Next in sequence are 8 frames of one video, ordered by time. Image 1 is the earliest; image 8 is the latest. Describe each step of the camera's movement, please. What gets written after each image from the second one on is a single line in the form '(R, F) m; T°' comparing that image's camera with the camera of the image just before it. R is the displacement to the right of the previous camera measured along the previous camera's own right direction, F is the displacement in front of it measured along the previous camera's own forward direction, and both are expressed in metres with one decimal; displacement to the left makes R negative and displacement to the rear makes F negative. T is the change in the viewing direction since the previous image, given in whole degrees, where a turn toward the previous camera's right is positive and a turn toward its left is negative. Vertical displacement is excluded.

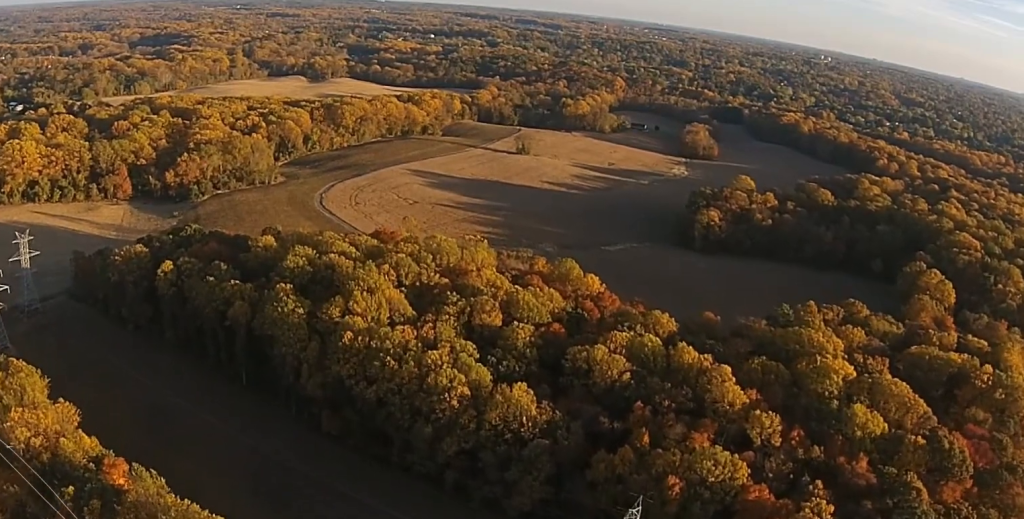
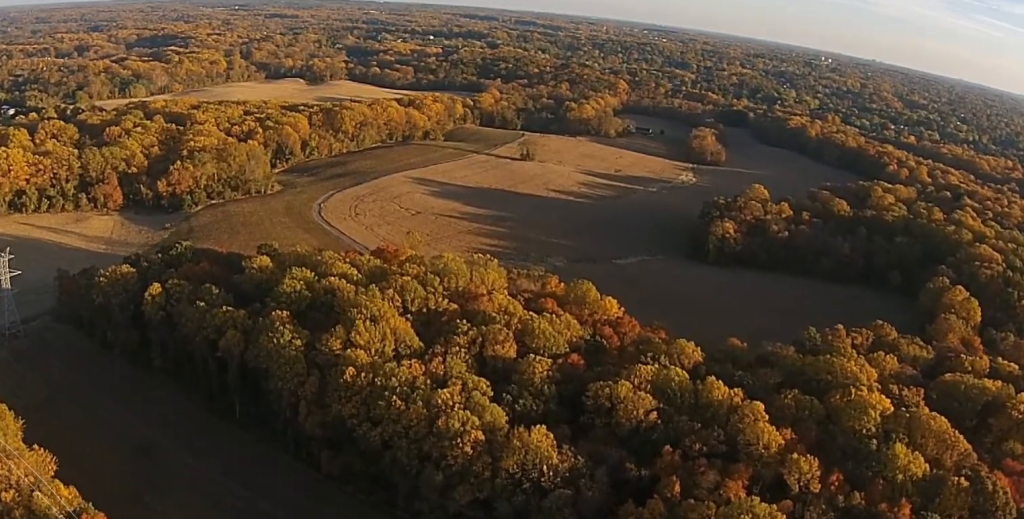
(0.0, +22.2) m; 0°
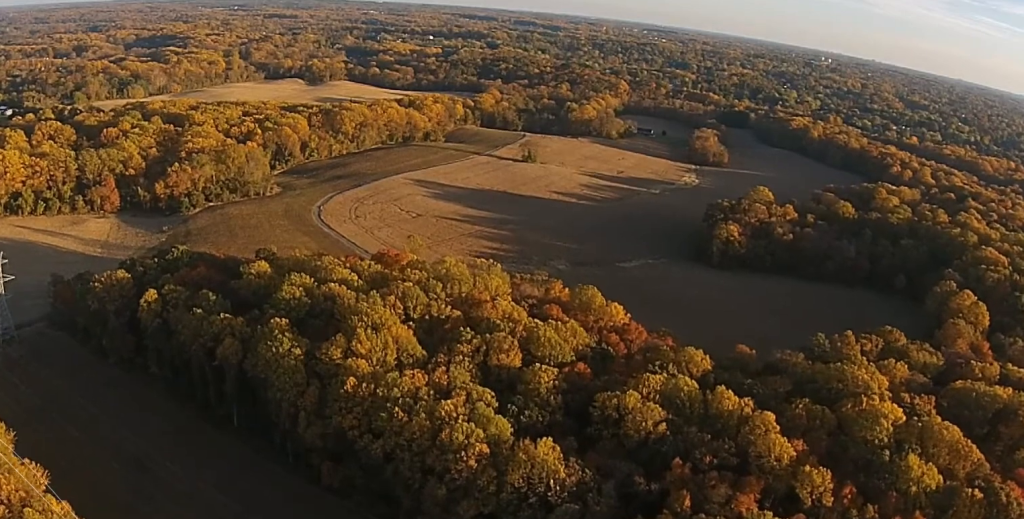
(0.0, +6.9) m; 0°
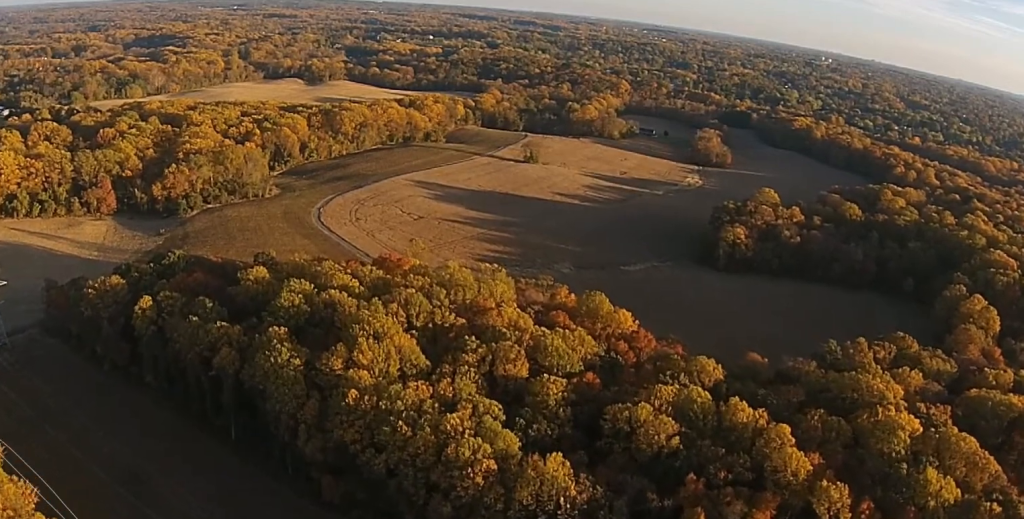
(0.0, +9.0) m; 0°
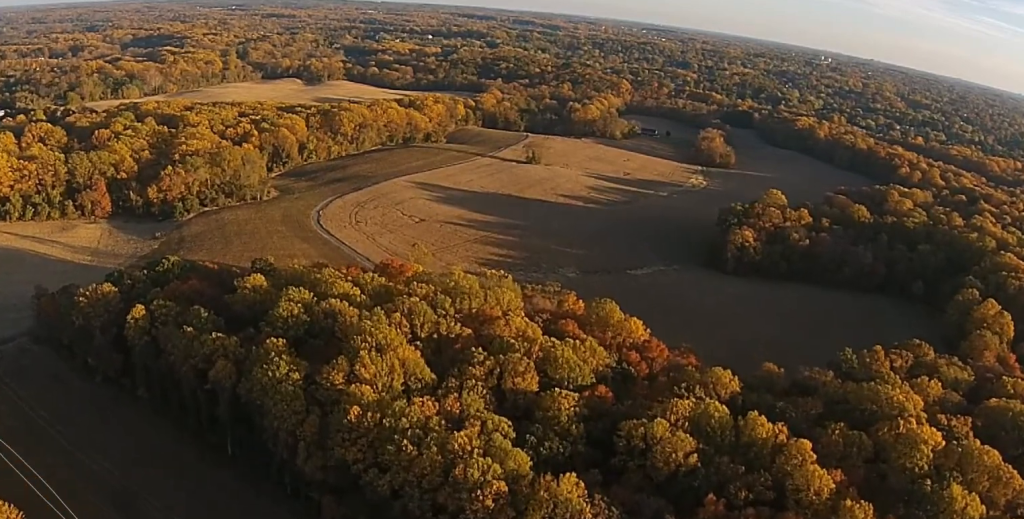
(+0.1, +11.5) m; 0°
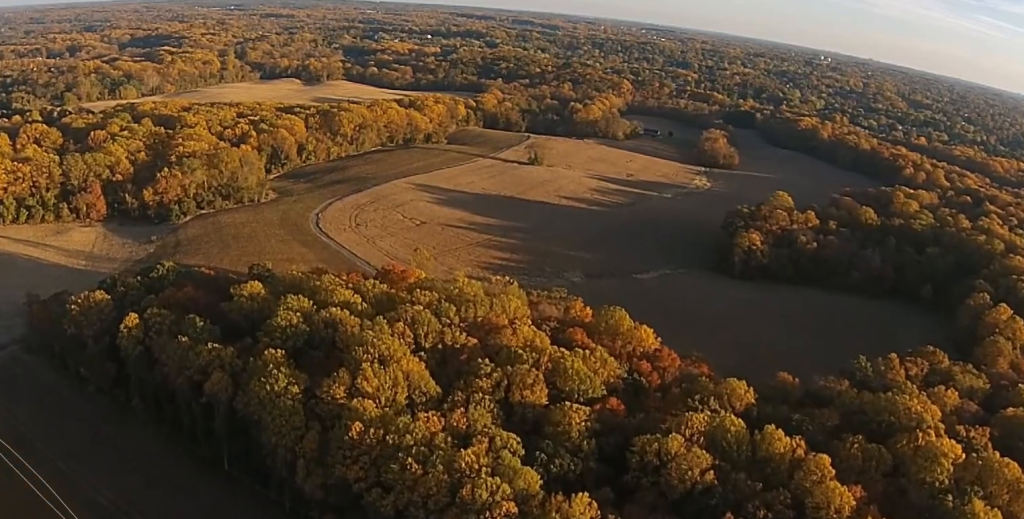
(0.0, +9.9) m; 0°
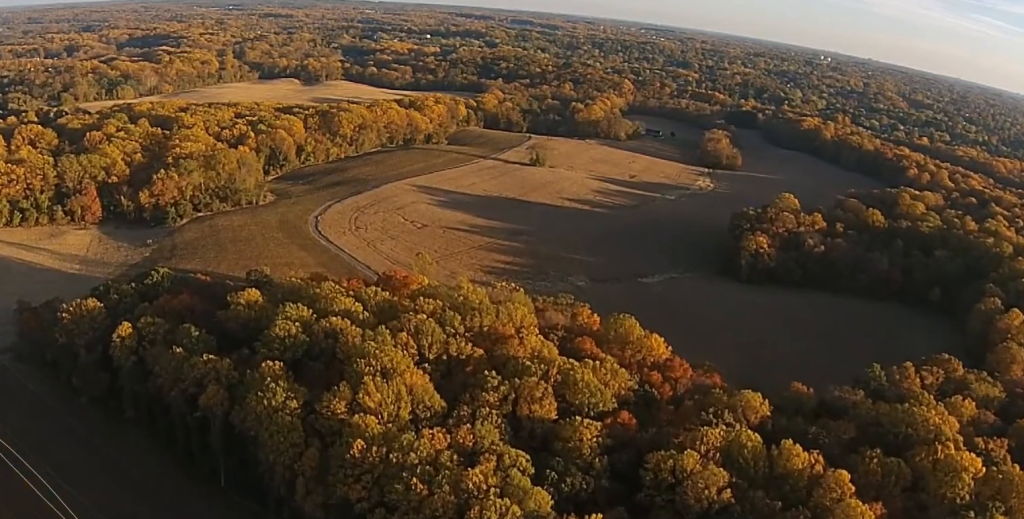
(0.0, +9.6) m; 0°
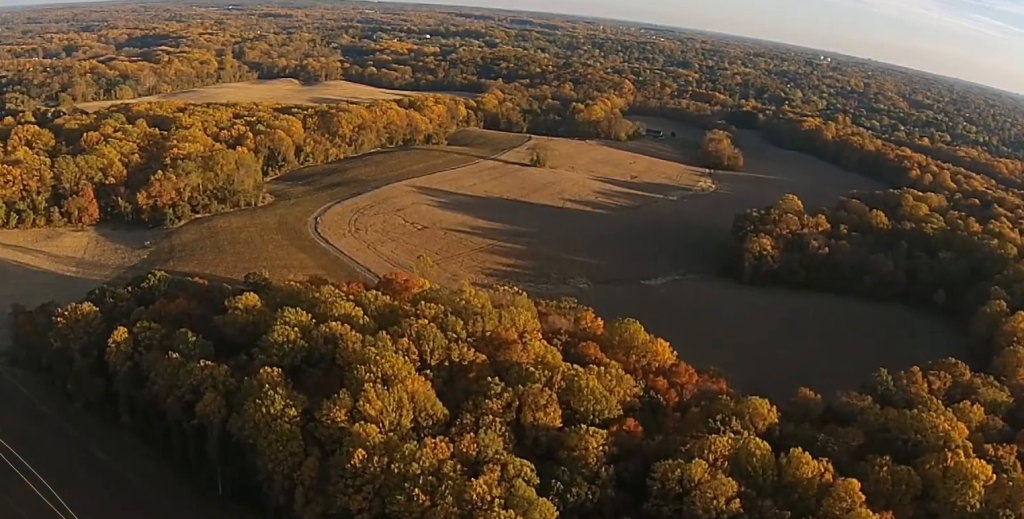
(0.0, +4.8) m; 0°
